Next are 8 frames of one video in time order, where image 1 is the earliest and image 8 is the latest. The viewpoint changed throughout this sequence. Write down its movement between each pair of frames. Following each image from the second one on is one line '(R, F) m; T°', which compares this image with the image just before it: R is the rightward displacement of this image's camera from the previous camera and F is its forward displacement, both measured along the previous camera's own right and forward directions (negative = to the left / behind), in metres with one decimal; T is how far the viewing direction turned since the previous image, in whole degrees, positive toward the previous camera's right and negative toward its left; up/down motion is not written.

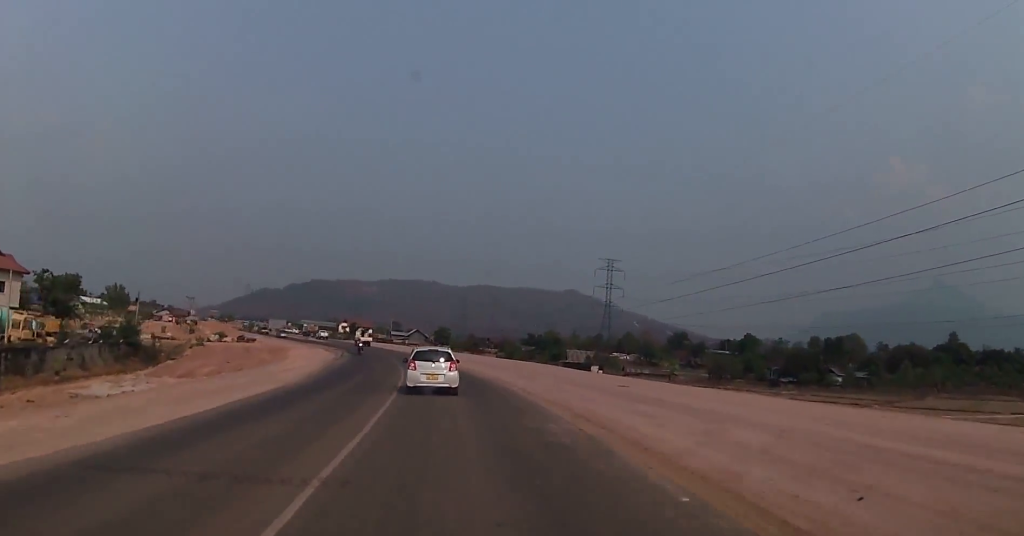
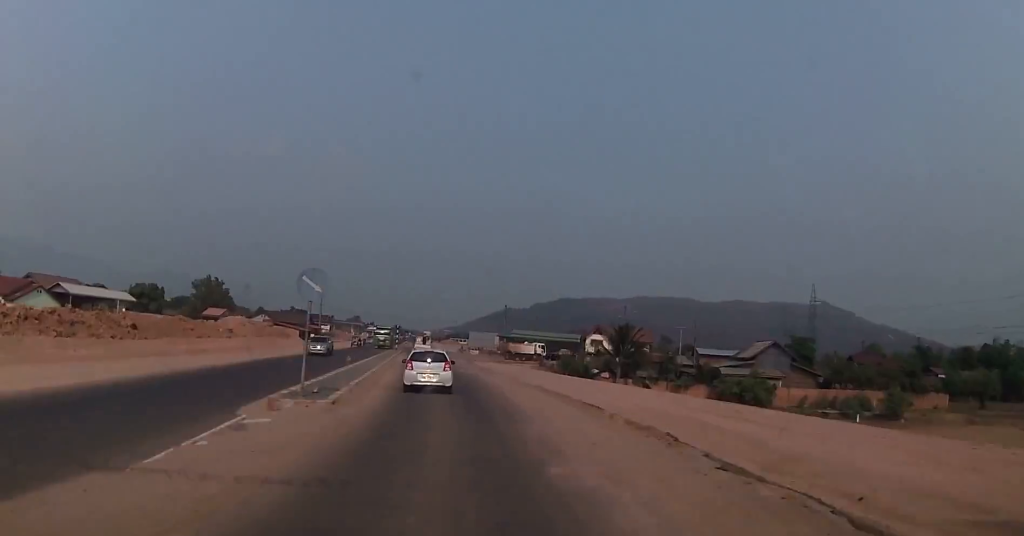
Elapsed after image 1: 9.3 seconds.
(-21.3, +114.6) m; -19°
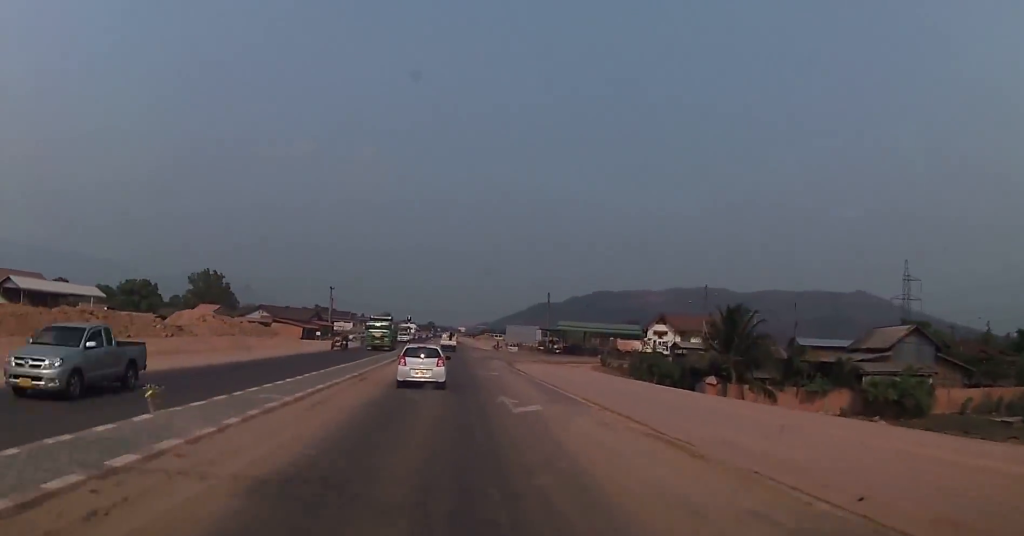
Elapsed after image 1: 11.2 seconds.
(-0.5, +20.7) m; -1°
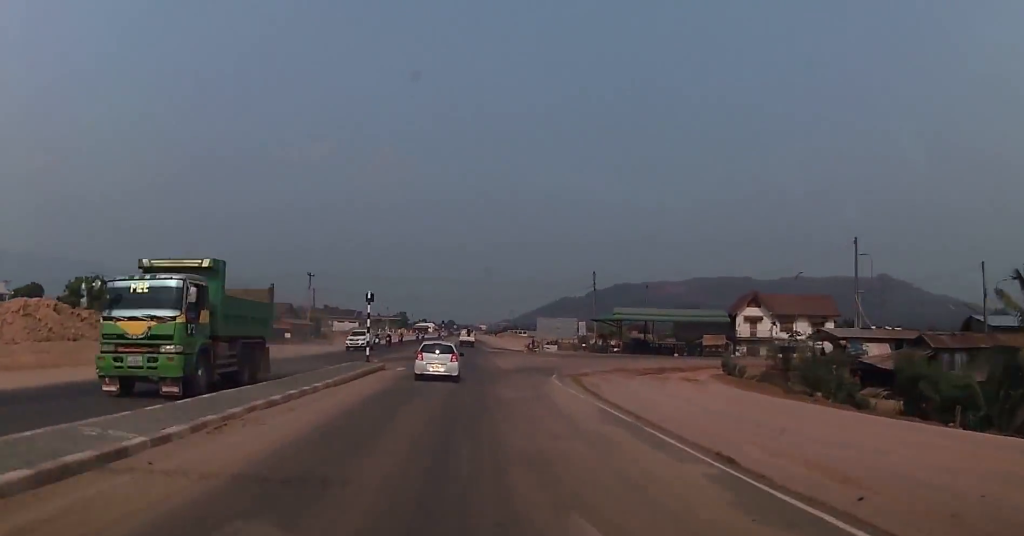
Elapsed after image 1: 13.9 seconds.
(-1.0, +27.7) m; 0°
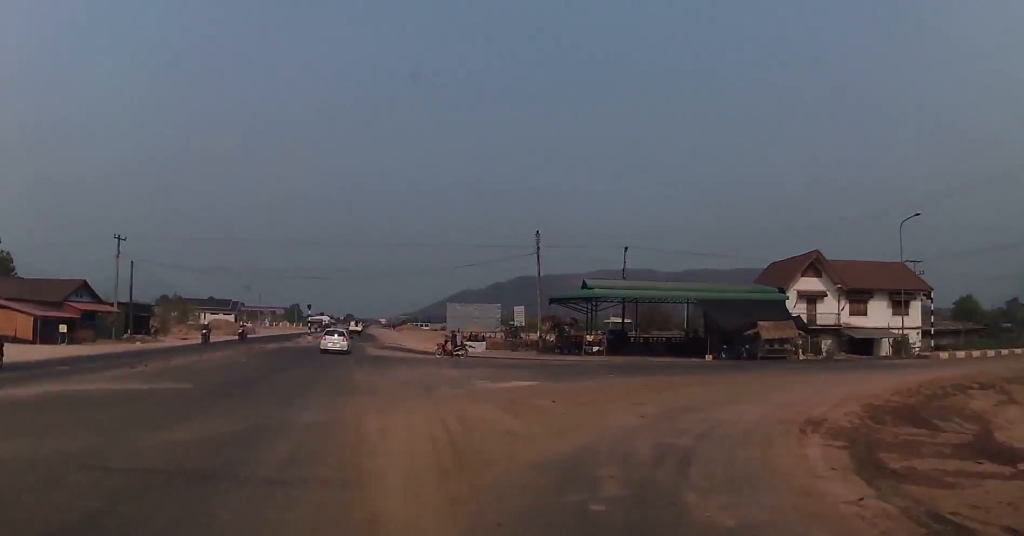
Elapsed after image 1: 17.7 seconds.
(+1.2, +33.5) m; +22°
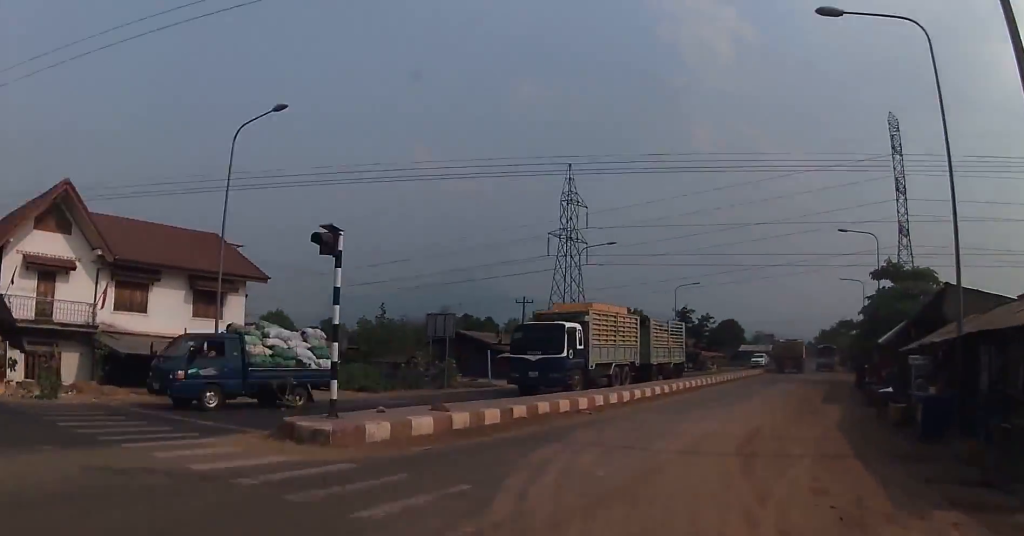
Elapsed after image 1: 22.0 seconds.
(+12.0, +26.5) m; +50°
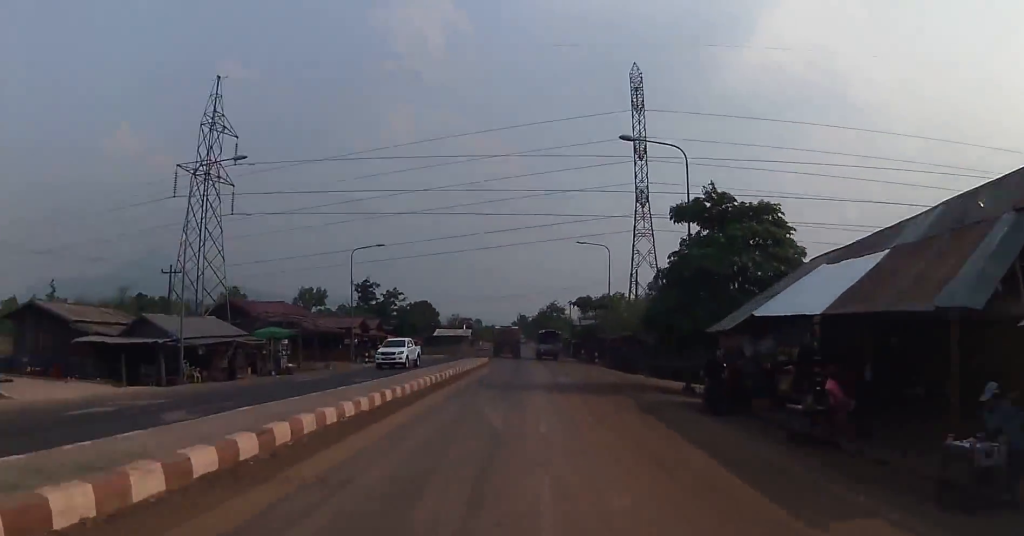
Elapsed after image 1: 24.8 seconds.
(+7.2, +20.2) m; +16°
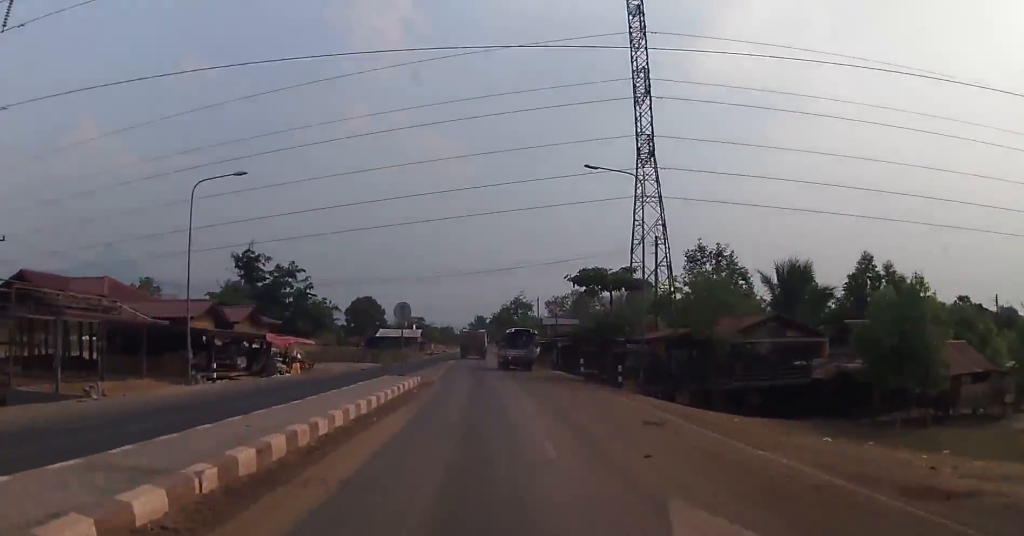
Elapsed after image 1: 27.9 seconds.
(+3.4, +26.1) m; +8°
